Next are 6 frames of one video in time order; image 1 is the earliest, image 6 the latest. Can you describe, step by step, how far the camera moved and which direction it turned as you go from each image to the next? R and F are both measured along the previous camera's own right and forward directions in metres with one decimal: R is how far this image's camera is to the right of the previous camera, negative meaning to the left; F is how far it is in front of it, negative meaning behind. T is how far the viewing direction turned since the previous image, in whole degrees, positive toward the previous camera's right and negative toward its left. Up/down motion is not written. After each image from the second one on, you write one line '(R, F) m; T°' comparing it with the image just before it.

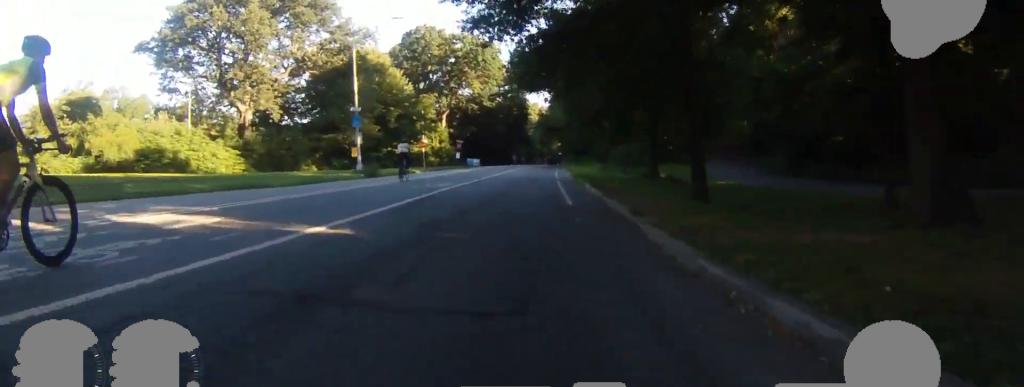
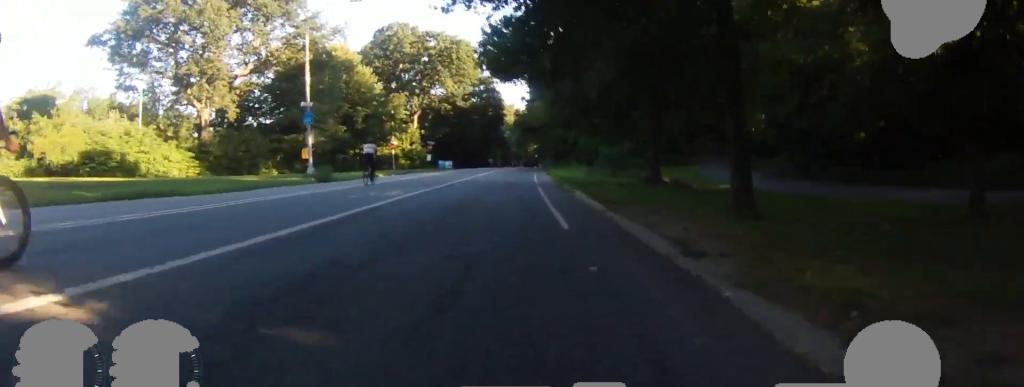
(0.0, +4.2) m; 0°
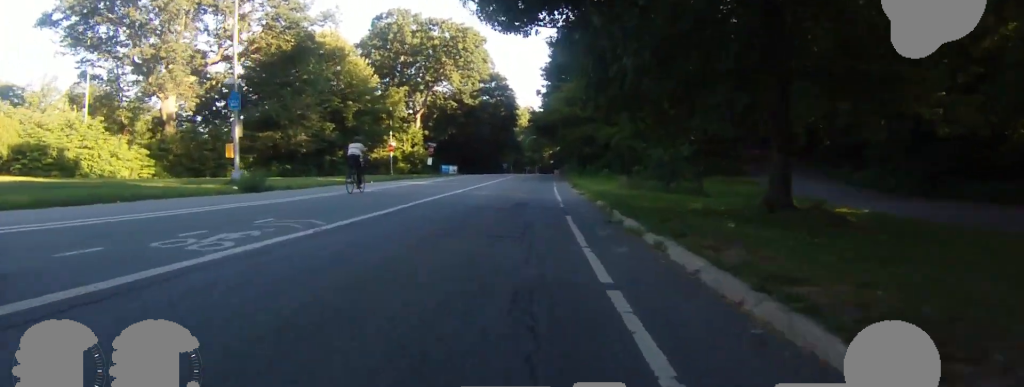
(0.0, +9.2) m; 0°
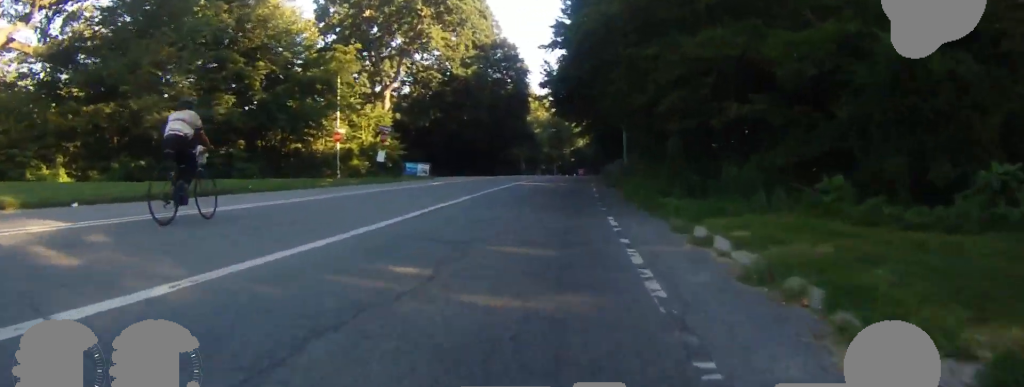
(0.0, +22.4) m; 0°
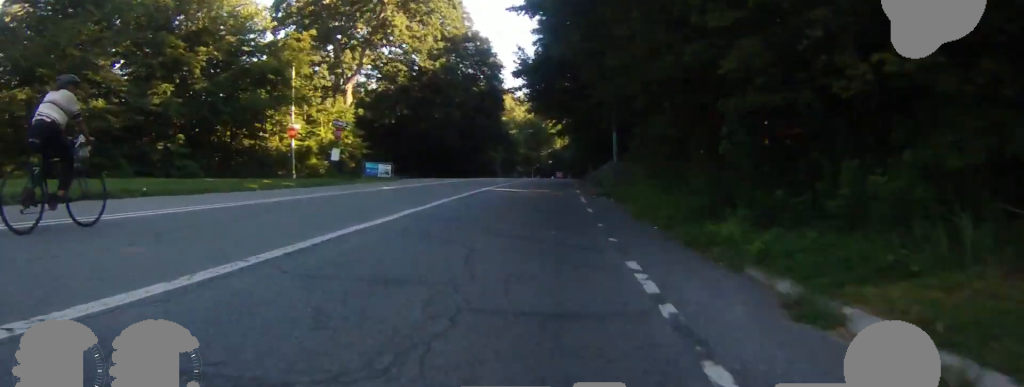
(0.0, +4.2) m; 0°
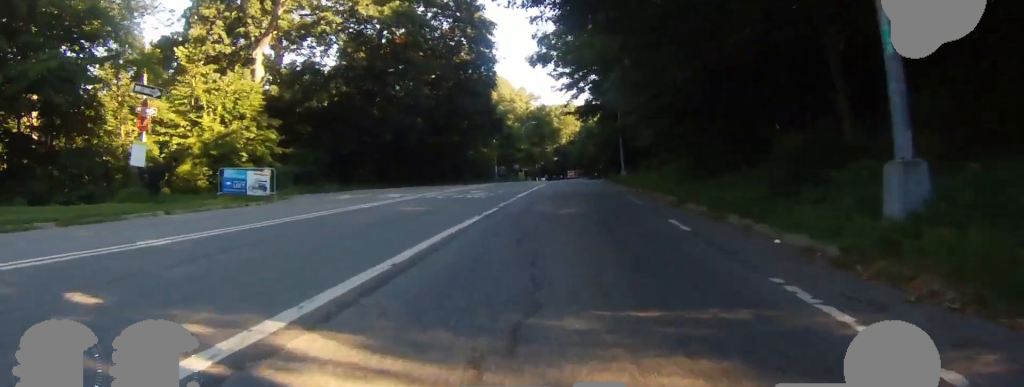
(+0.2, +17.2) m; +1°
